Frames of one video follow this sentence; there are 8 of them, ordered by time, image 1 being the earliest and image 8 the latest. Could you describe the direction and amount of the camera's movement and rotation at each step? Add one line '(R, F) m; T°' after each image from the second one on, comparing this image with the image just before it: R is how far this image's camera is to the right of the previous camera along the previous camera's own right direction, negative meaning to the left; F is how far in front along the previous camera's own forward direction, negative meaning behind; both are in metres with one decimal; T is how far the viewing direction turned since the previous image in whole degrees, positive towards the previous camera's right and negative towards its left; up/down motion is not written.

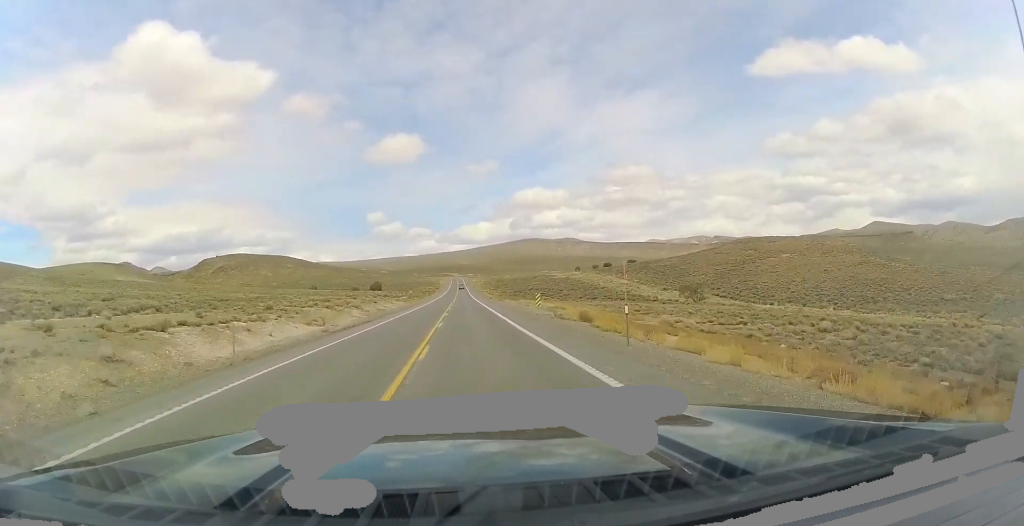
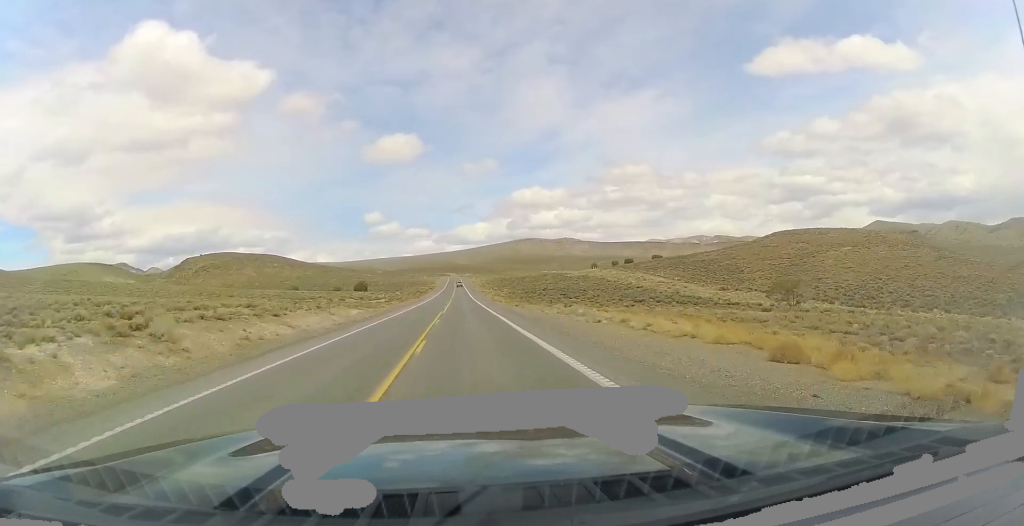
(0.0, +35.7) m; 0°
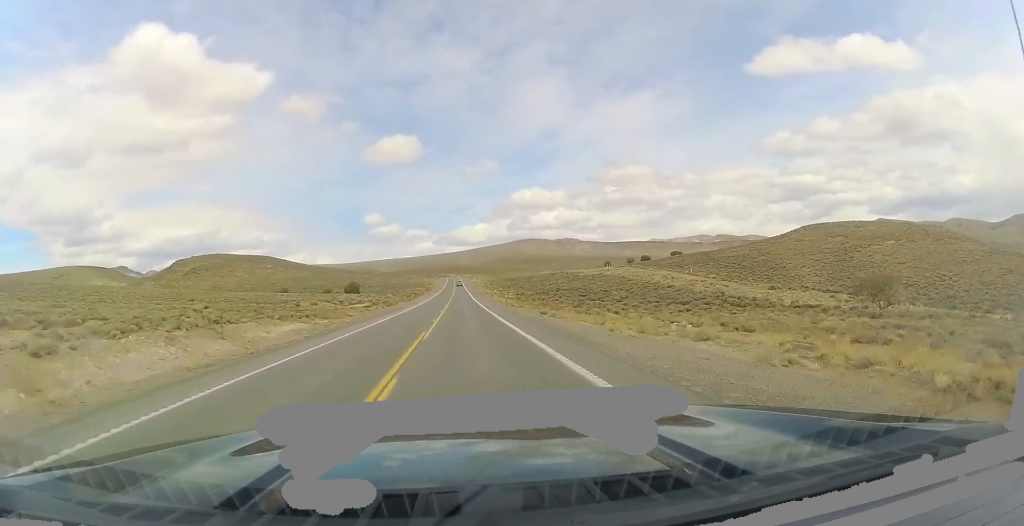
(0.0, +20.1) m; 0°
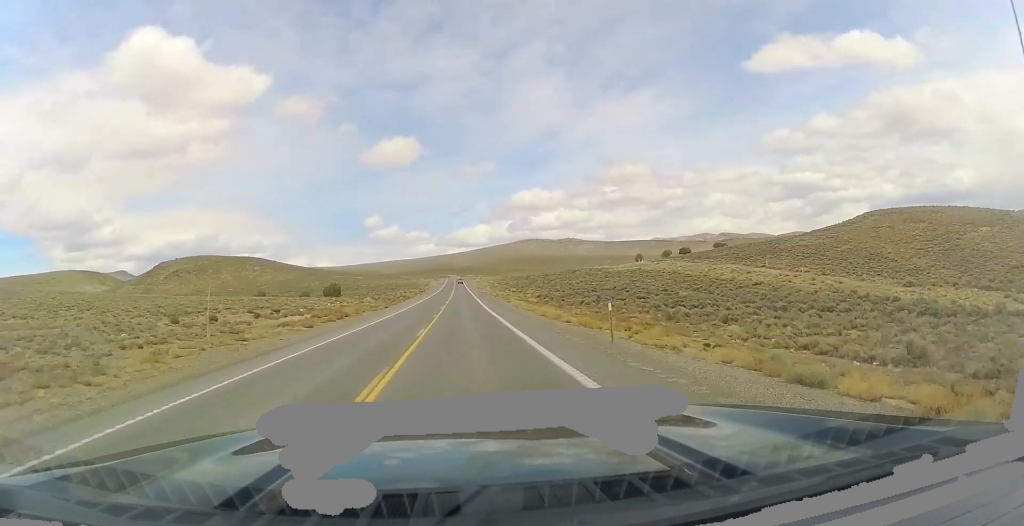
(0.0, +35.5) m; 0°
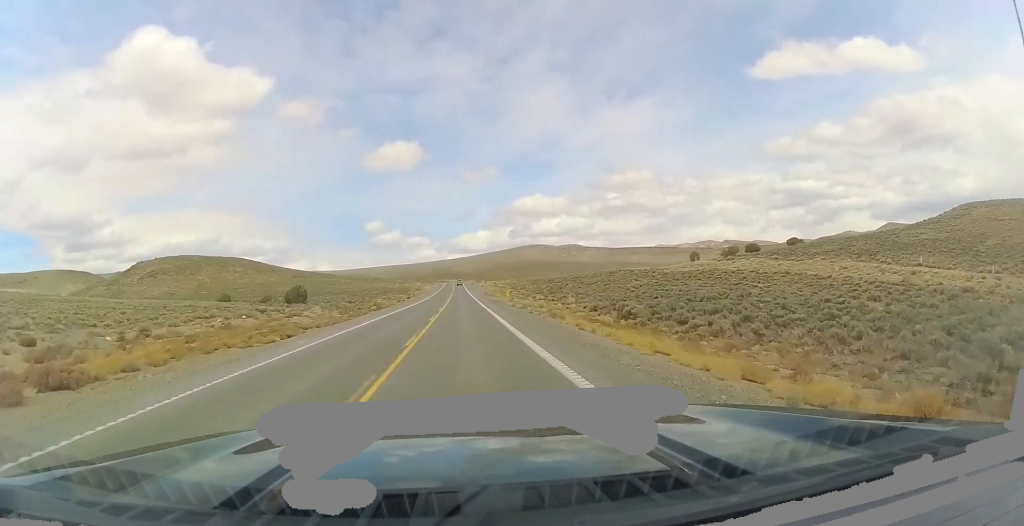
(-0.3, +41.2) m; 0°
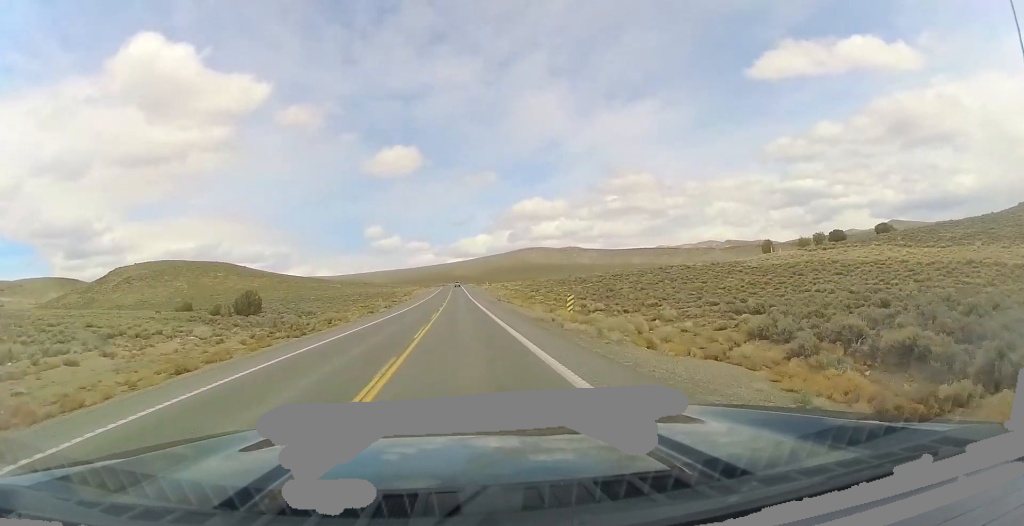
(+0.3, +33.6) m; +1°
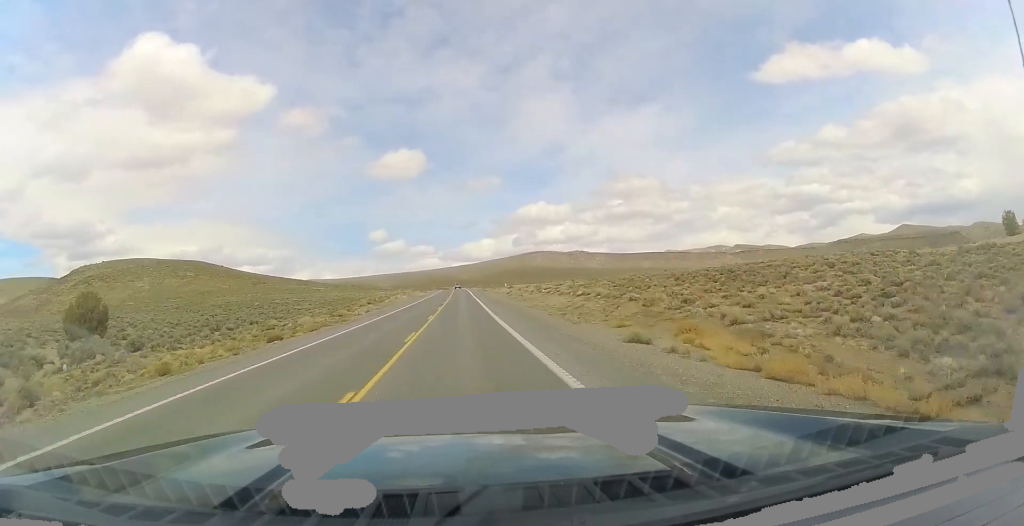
(-0.2, +54.5) m; -1°
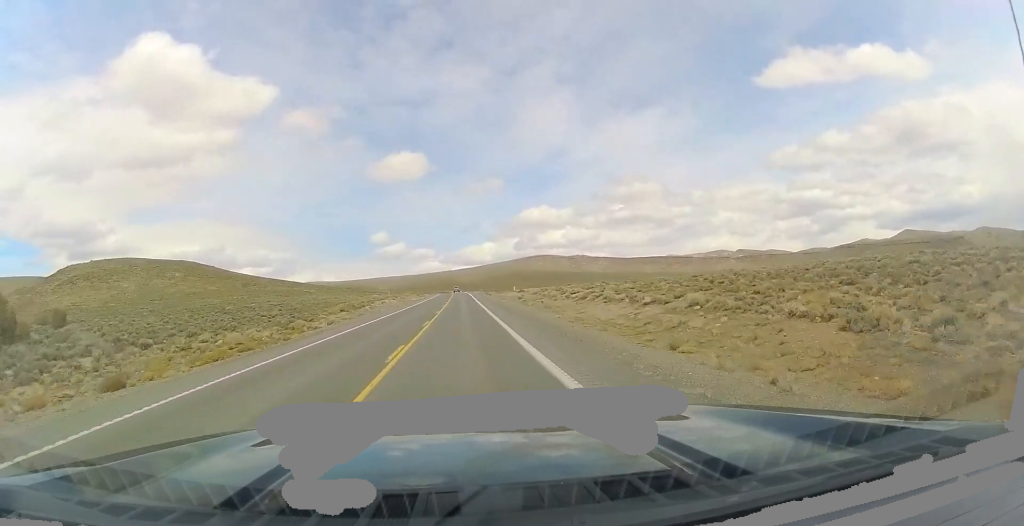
(-0.4, +16.7) m; 0°
